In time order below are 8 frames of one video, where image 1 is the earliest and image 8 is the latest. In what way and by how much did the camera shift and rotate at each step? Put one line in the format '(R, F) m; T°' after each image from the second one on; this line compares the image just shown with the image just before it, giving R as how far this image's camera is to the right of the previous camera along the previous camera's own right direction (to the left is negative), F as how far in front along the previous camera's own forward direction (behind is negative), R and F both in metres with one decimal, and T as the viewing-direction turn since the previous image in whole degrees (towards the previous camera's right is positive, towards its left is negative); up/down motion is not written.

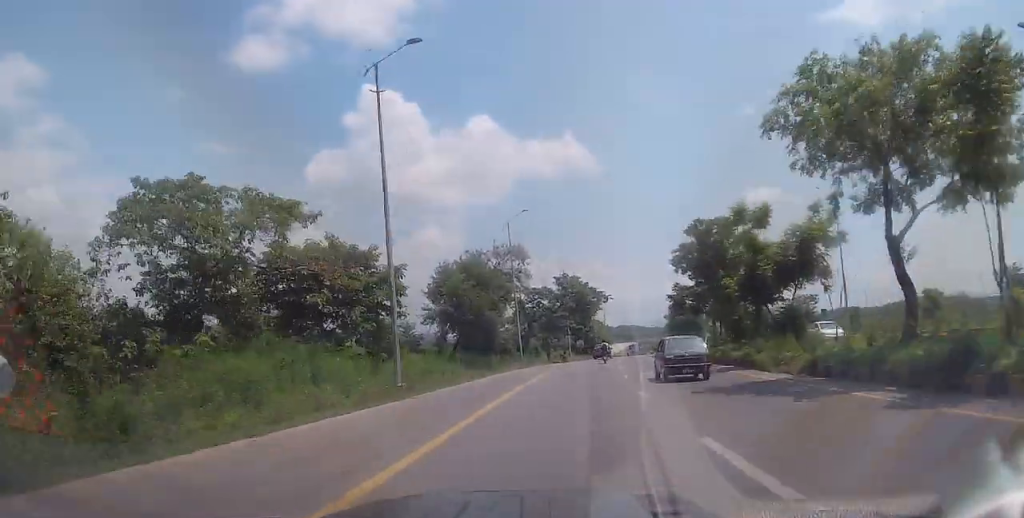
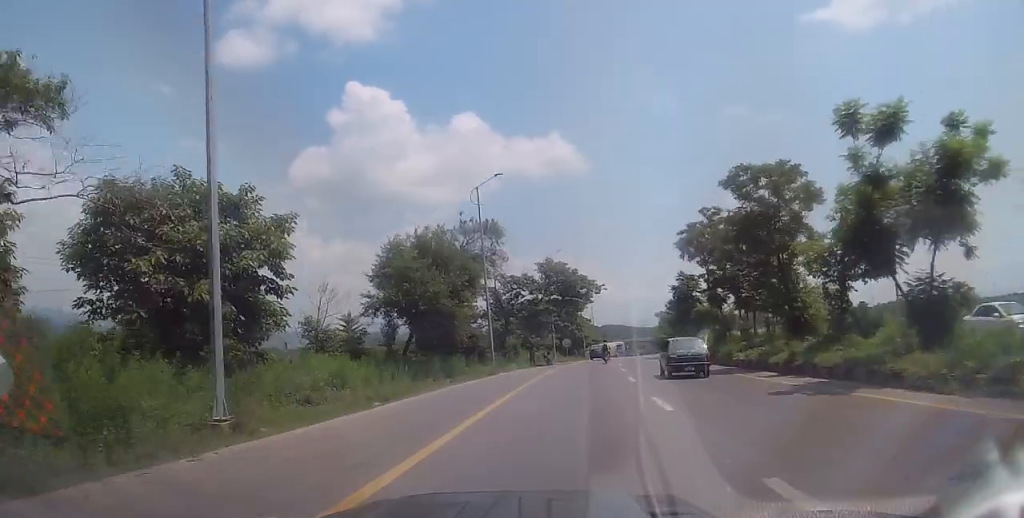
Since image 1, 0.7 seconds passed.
(+0.2, +10.9) m; +1°
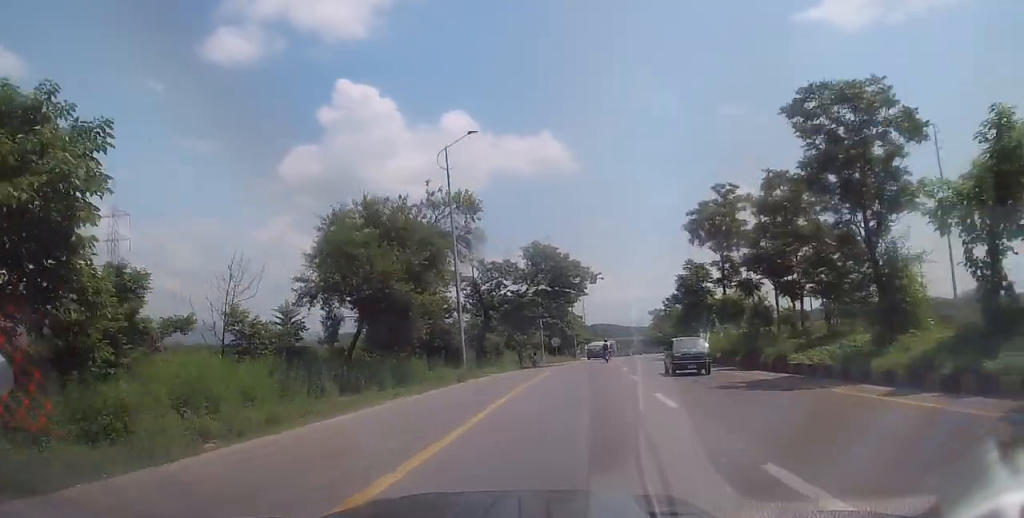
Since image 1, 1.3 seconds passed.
(+0.1, +8.0) m; +1°
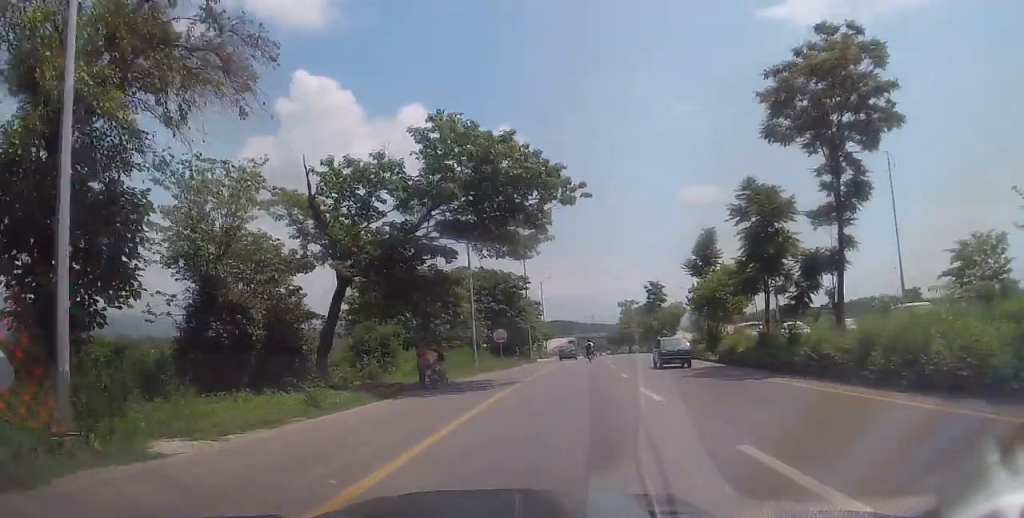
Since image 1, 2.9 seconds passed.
(+0.7, +25.0) m; +4°
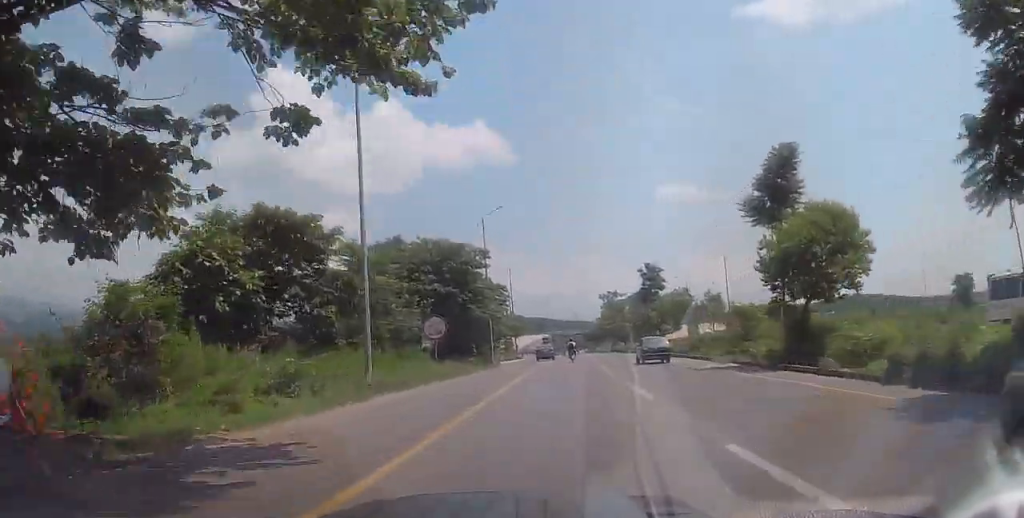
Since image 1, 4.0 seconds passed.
(+0.3, +17.4) m; +3°
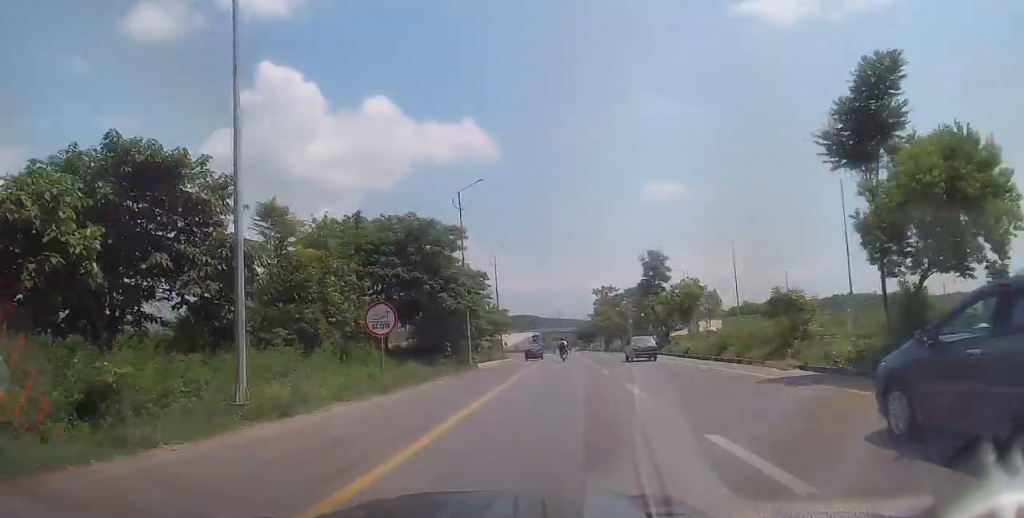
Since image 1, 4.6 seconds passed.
(+0.2, +8.0) m; +1°
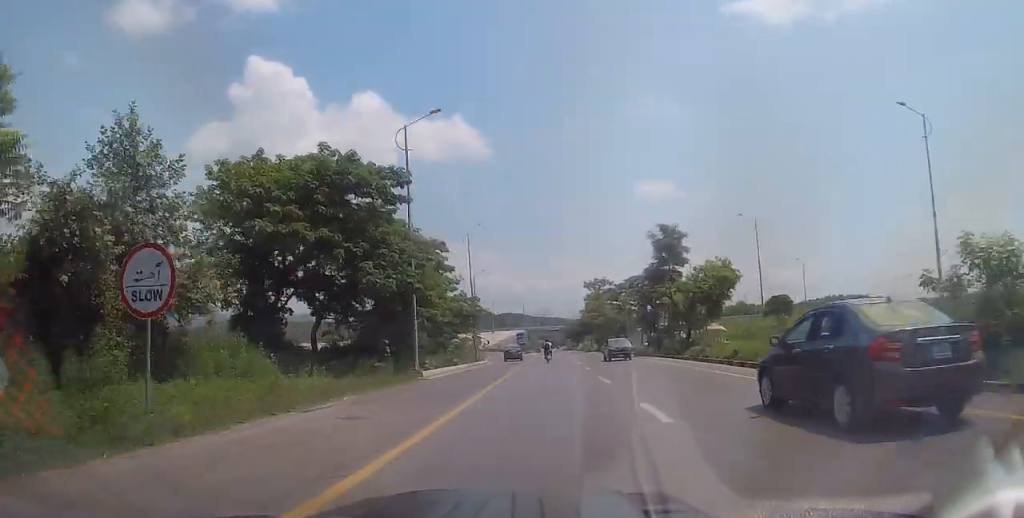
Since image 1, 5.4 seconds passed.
(+0.2, +13.0) m; +1°
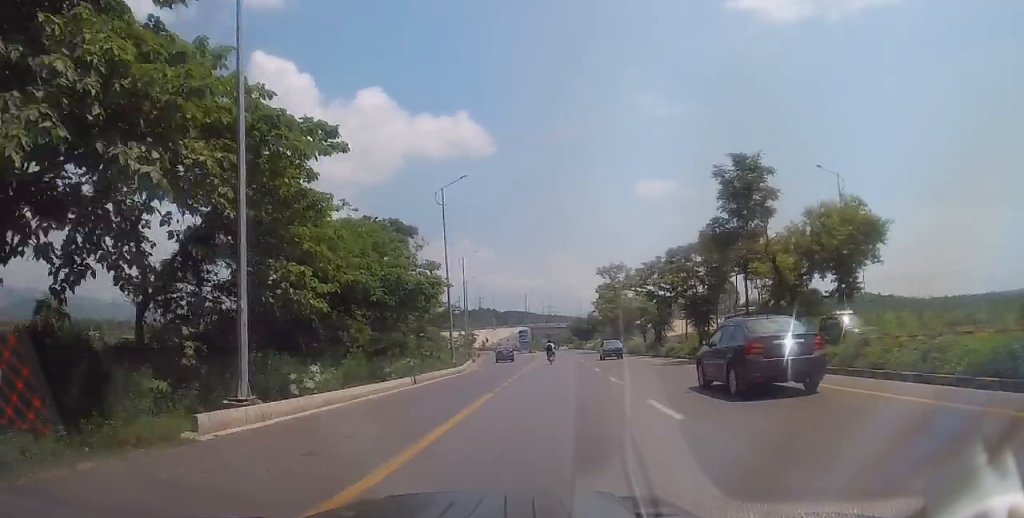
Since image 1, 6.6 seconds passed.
(-0.1, +17.4) m; -1°
